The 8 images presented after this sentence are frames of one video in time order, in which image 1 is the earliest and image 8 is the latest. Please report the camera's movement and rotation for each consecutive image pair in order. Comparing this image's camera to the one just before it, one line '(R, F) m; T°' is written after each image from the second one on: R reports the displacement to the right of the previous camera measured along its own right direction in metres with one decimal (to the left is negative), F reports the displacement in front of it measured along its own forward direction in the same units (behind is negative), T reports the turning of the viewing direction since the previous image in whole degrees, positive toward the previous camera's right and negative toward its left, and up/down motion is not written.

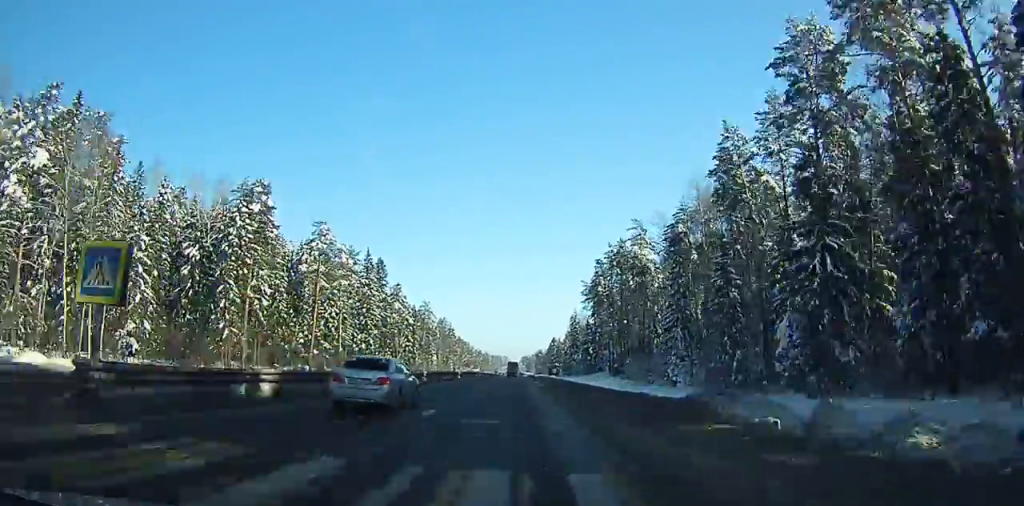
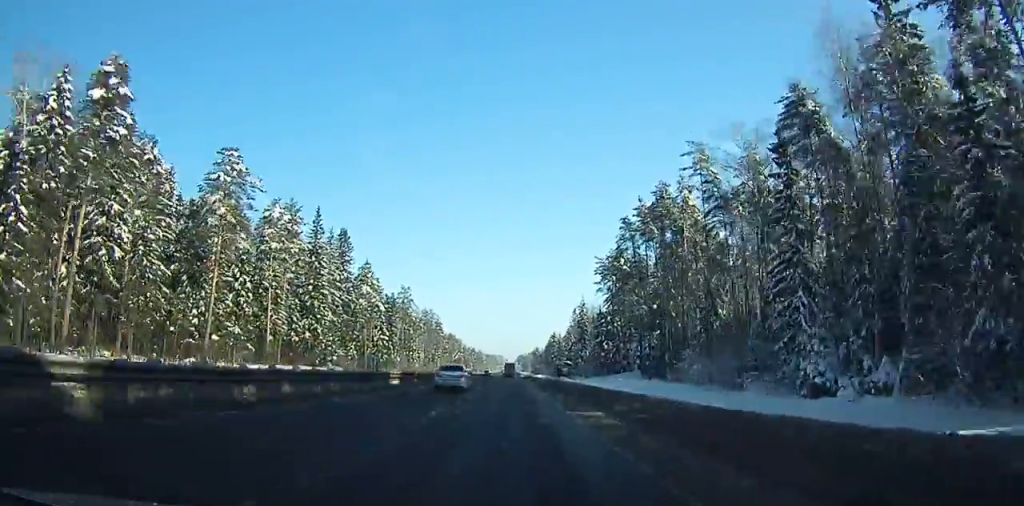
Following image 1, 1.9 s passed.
(+0.2, +37.7) m; 0°
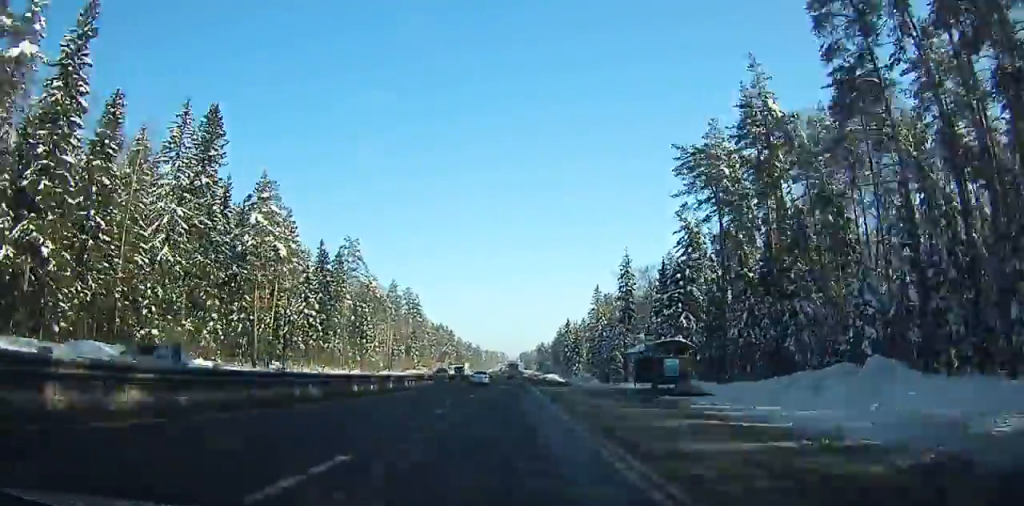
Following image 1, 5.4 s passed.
(+0.1, +65.2) m; -3°
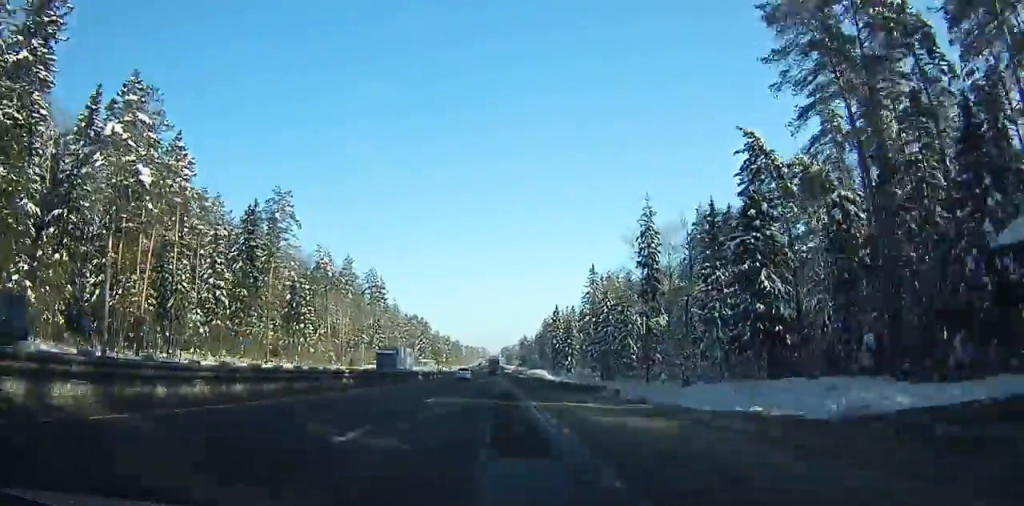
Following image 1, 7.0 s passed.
(-0.6, +27.3) m; -3°
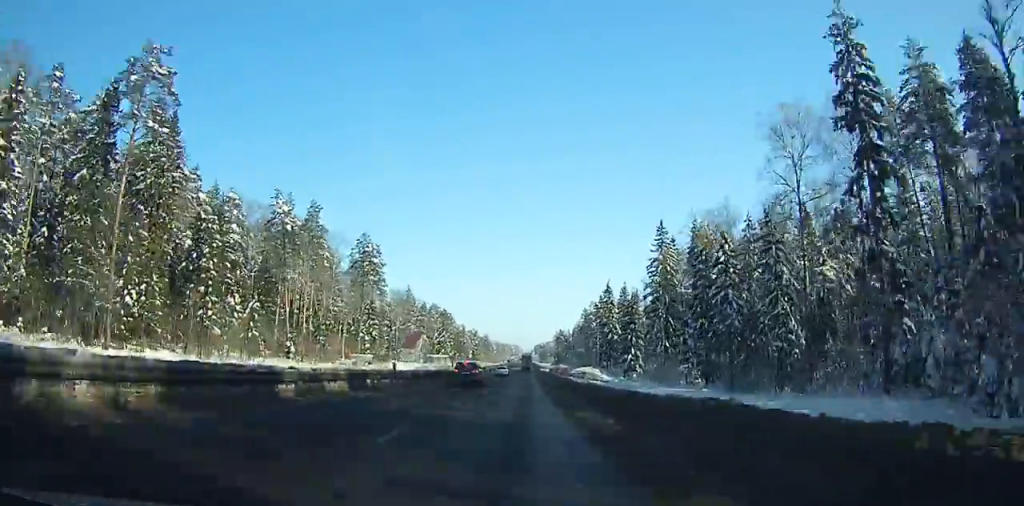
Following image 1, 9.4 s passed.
(-1.6, +35.7) m; +3°
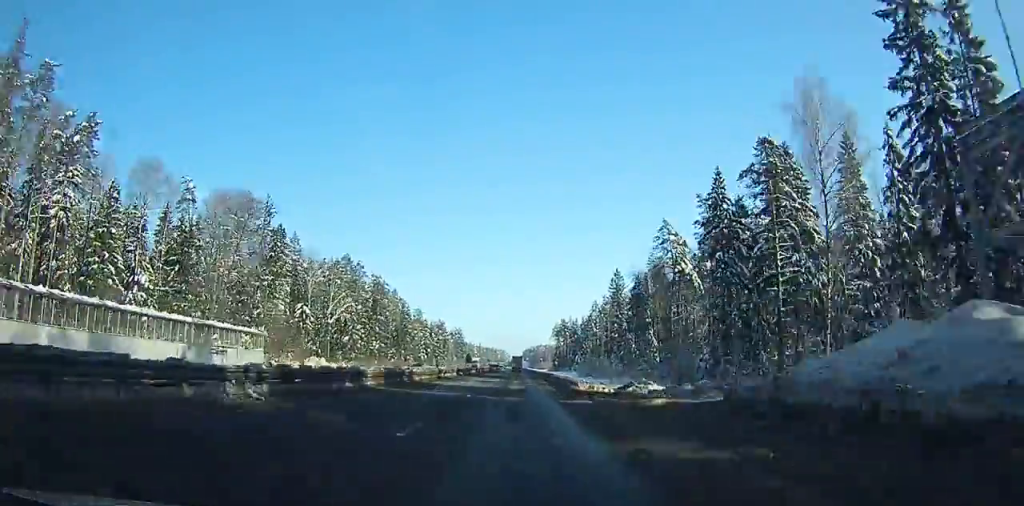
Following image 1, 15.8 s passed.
(+8.5, +136.8) m; +2°
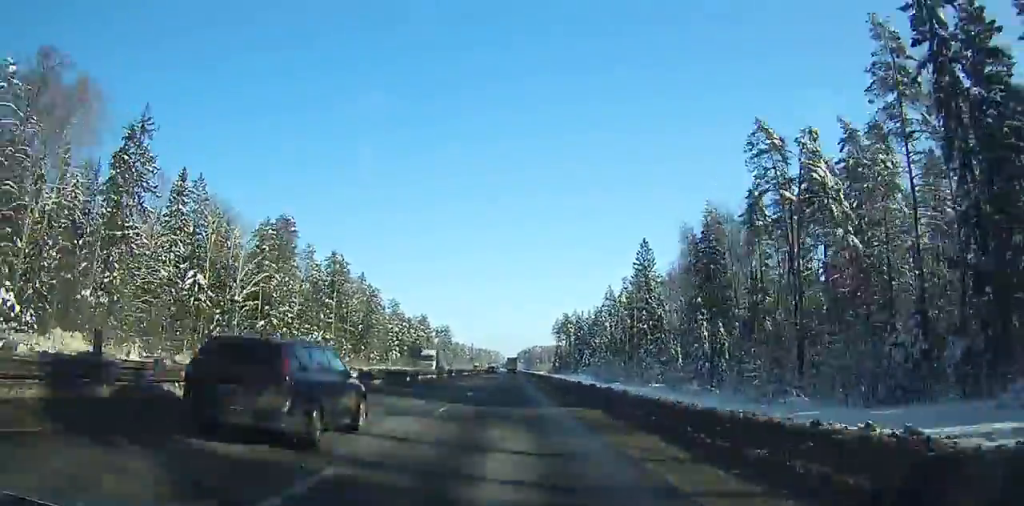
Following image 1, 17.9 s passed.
(-0.6, +46.6) m; -1°
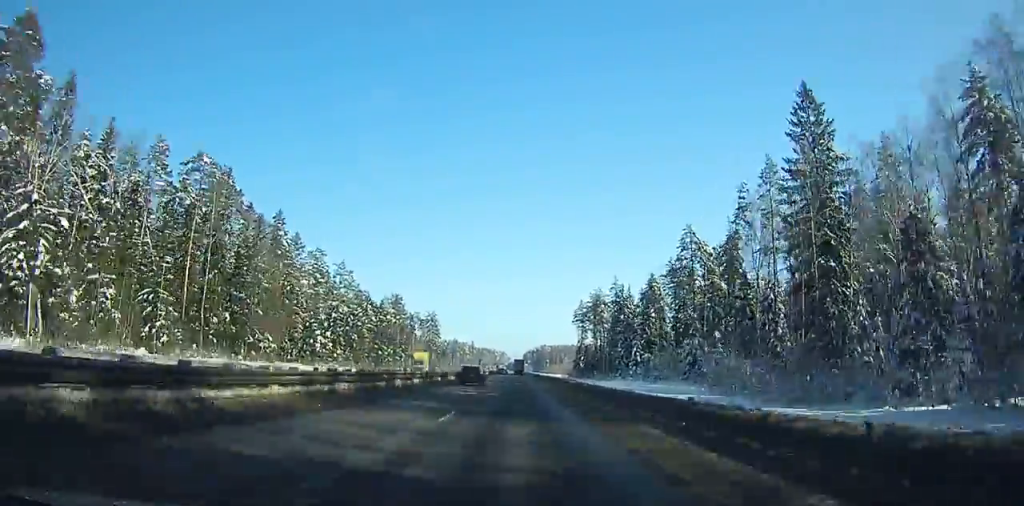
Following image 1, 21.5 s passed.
(-0.2, +77.8) m; 0°
